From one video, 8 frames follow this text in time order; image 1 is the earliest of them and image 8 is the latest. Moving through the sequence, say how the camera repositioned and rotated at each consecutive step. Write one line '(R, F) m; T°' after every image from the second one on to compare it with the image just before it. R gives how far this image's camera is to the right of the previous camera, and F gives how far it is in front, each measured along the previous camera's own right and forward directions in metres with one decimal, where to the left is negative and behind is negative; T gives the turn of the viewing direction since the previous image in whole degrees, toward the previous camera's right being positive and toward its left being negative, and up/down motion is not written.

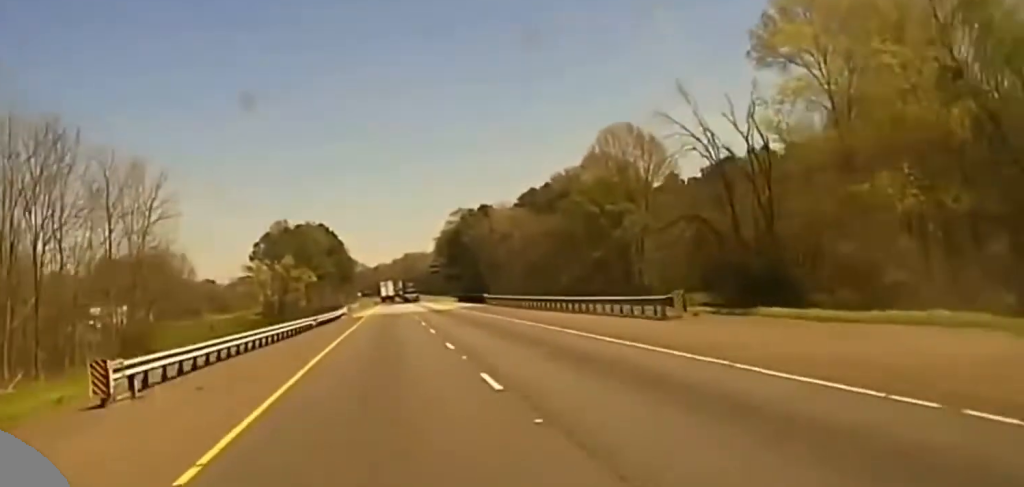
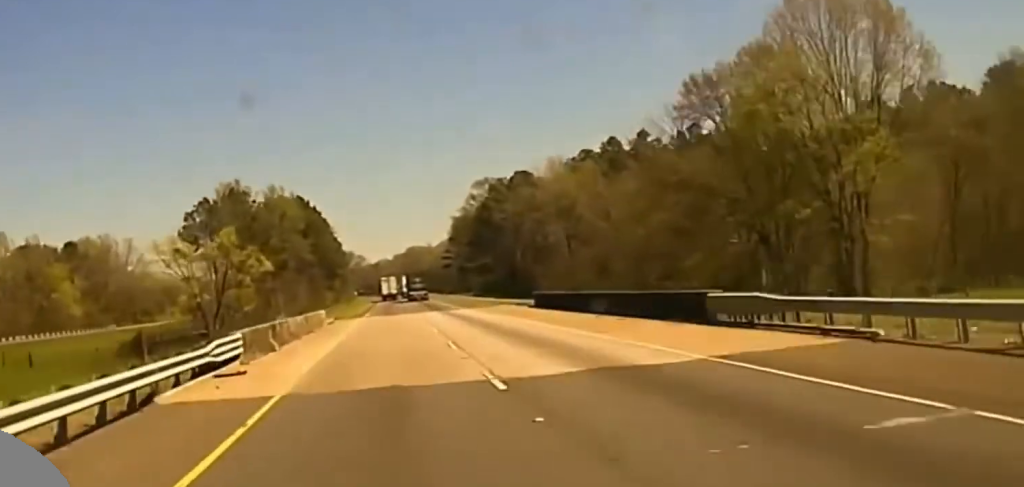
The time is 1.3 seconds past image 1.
(+0.2, +71.1) m; 0°
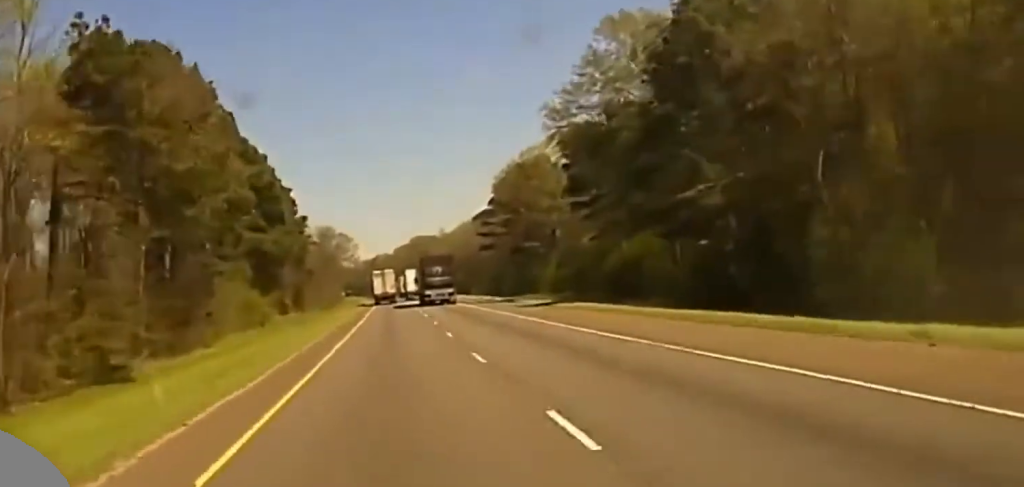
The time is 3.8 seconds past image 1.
(-0.5, +132.2) m; 0°
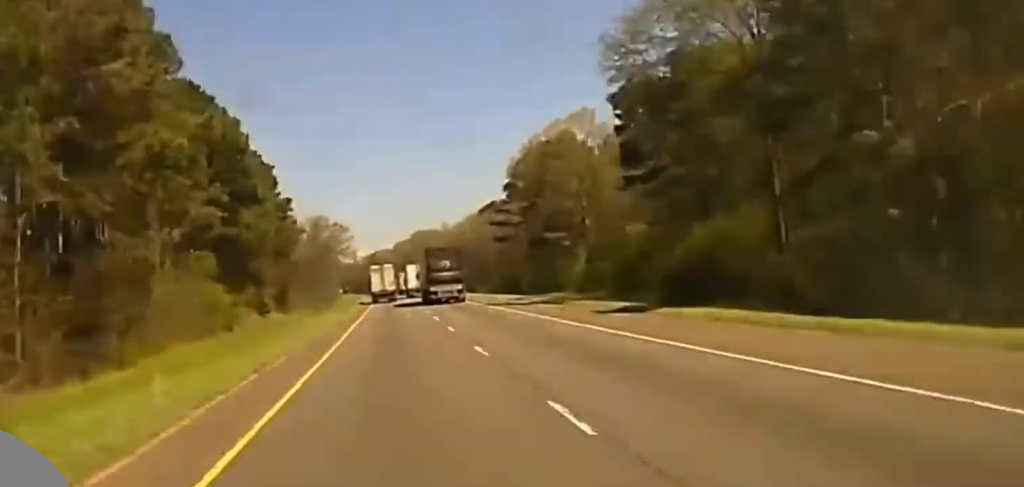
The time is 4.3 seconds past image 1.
(-0.1, +24.1) m; 0°
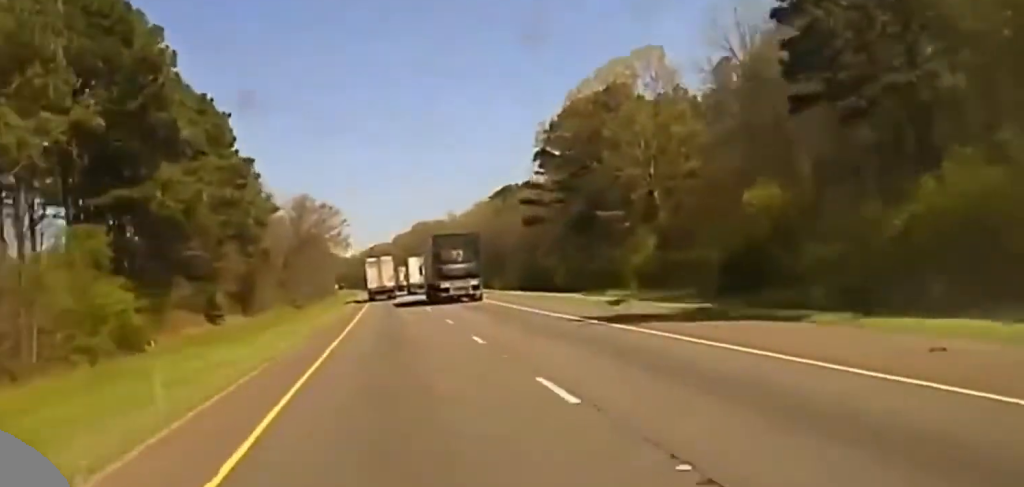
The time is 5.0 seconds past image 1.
(+0.2, +33.8) m; 0°
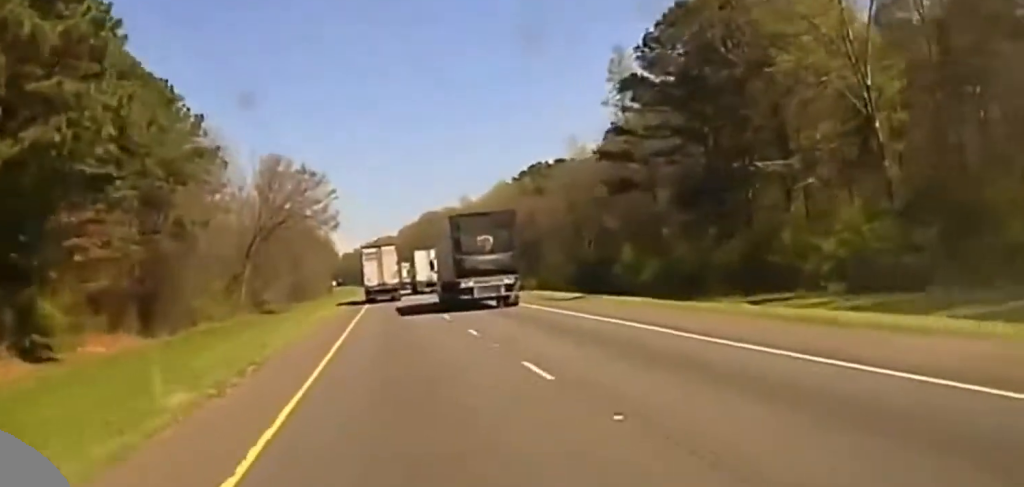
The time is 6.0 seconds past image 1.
(+0.1, +50.7) m; 0°
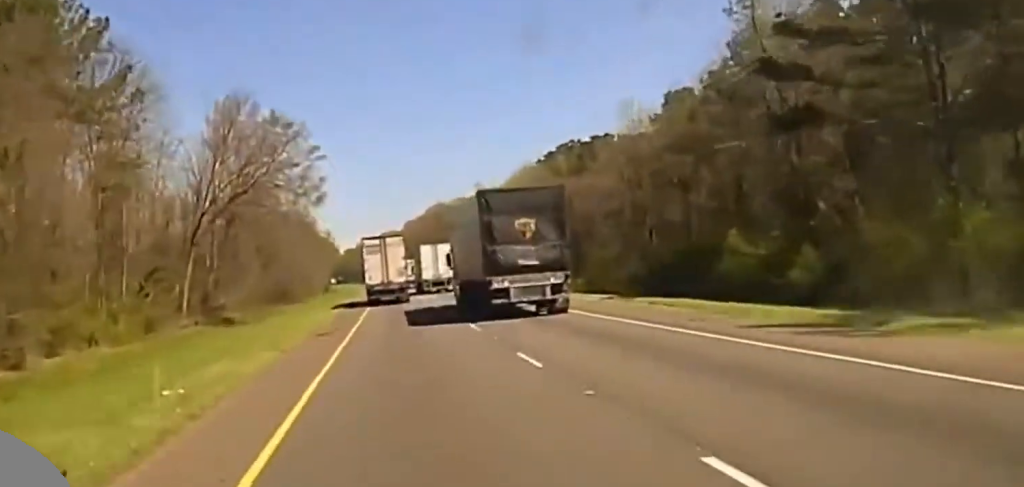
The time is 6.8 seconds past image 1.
(-0.2, +36.7) m; -1°
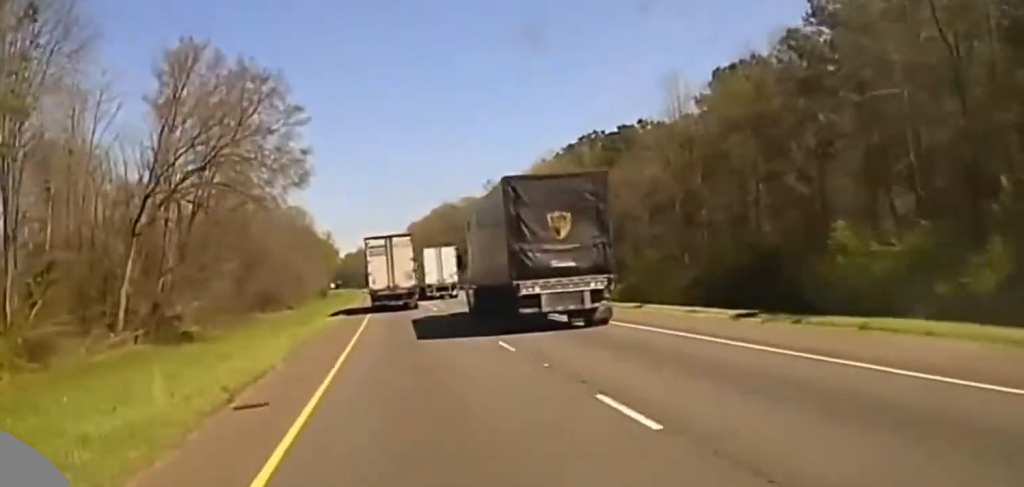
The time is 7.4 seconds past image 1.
(-0.2, +24.6) m; 0°
